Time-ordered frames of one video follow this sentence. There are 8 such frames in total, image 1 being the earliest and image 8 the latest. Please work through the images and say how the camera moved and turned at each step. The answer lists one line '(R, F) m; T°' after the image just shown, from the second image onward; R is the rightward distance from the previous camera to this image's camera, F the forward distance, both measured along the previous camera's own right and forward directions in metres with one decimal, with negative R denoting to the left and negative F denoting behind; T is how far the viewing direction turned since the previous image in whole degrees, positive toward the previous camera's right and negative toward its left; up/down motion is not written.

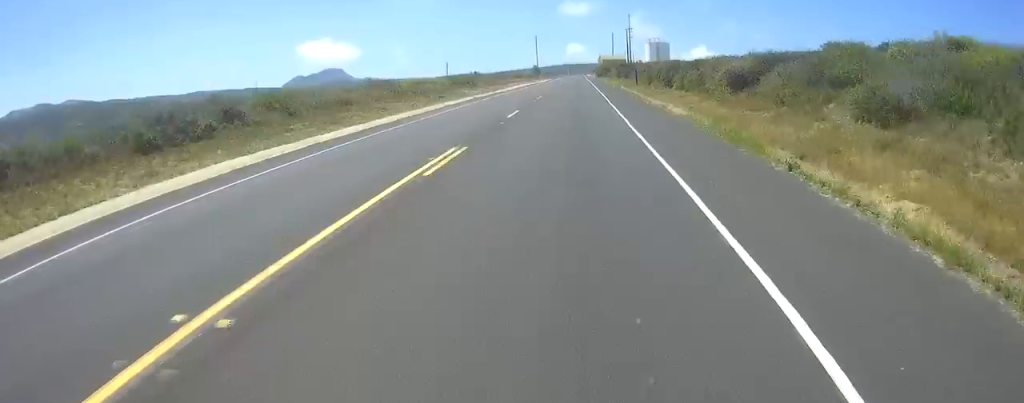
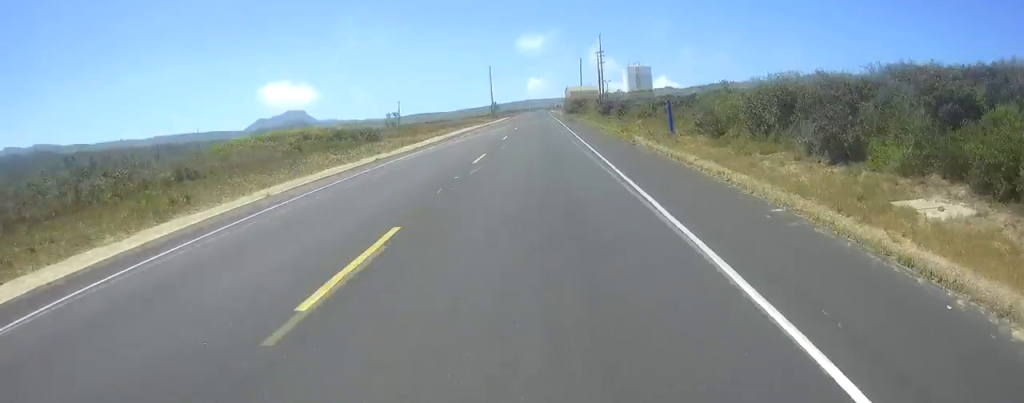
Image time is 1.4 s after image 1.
(0.0, +31.6) m; 0°
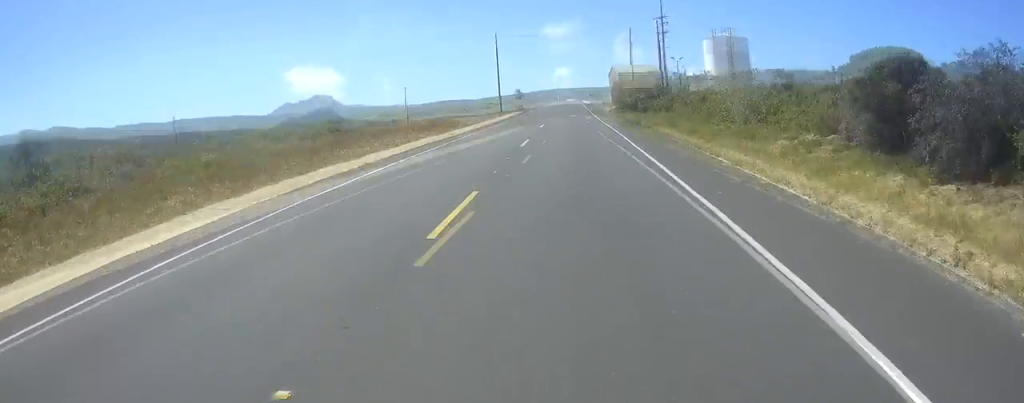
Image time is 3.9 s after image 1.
(+0.2, +55.6) m; +1°
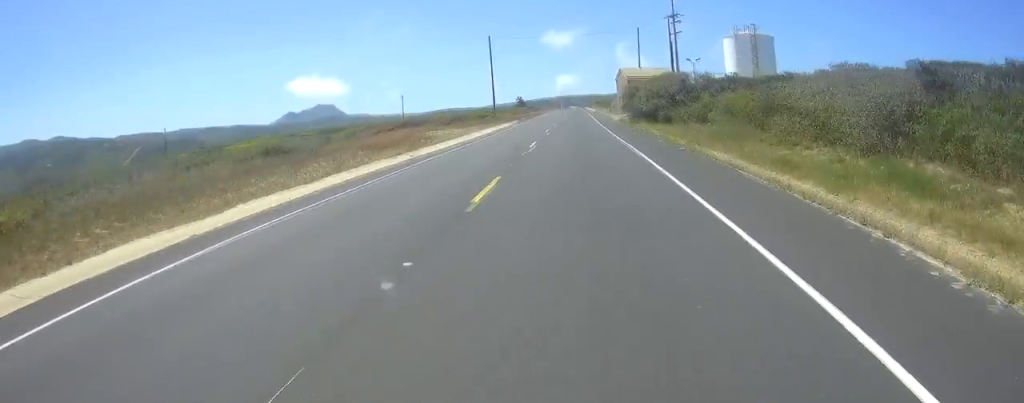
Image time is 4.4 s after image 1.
(+0.1, +11.2) m; +1°
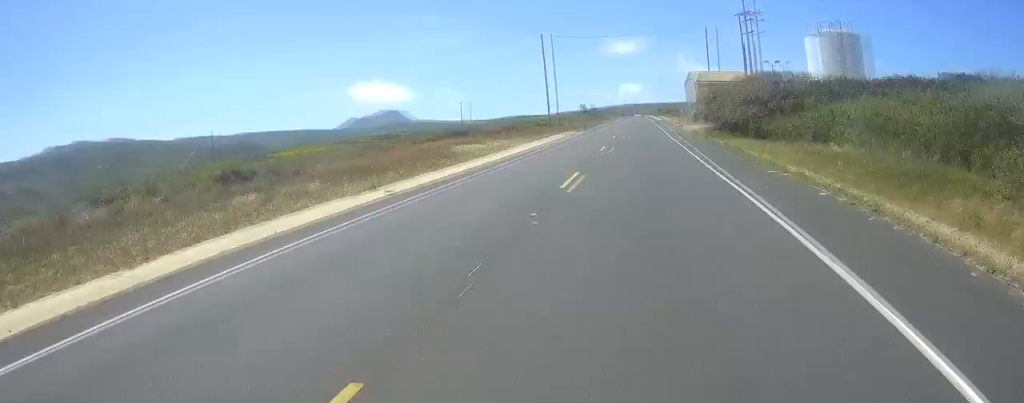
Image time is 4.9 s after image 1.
(+0.1, +11.3) m; 0°
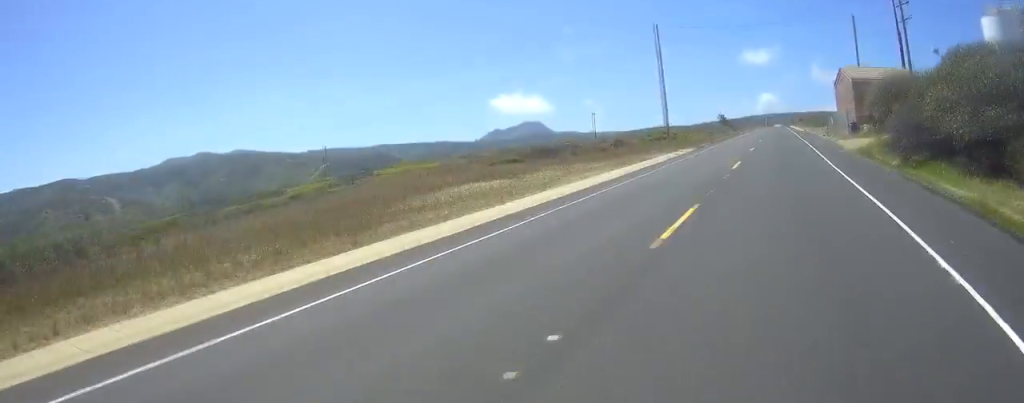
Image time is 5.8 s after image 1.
(+0.1, +19.7) m; +1°
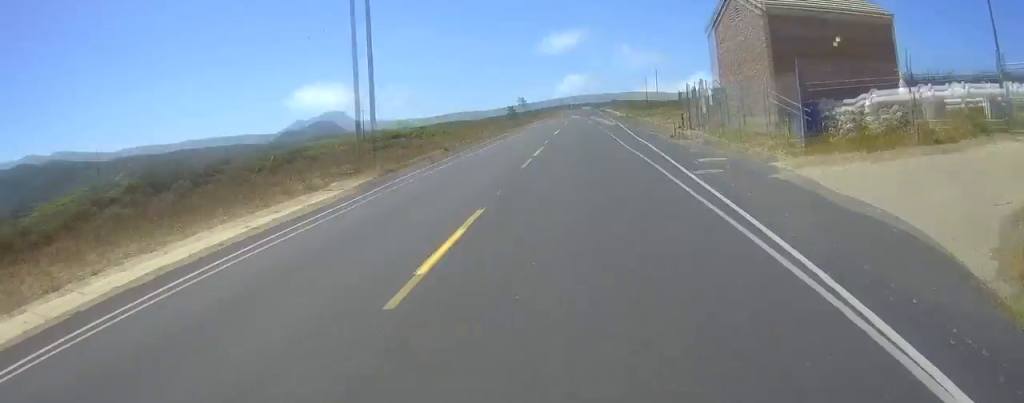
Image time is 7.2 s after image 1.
(0.0, +31.6) m; -1°
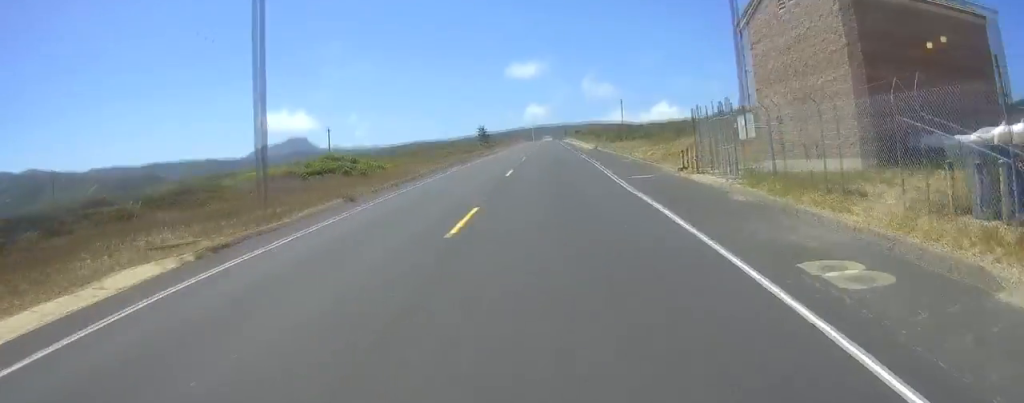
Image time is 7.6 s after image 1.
(0.0, +9.7) m; -1°
